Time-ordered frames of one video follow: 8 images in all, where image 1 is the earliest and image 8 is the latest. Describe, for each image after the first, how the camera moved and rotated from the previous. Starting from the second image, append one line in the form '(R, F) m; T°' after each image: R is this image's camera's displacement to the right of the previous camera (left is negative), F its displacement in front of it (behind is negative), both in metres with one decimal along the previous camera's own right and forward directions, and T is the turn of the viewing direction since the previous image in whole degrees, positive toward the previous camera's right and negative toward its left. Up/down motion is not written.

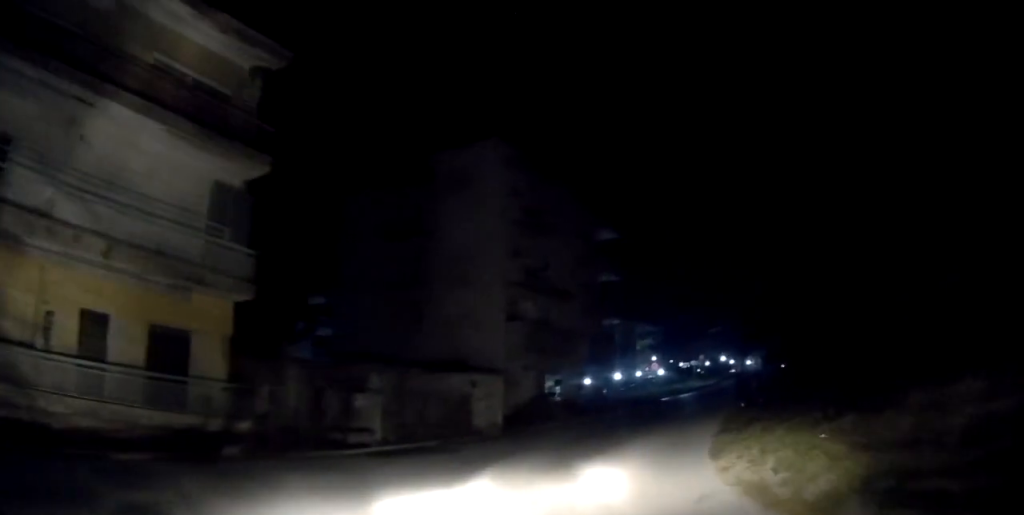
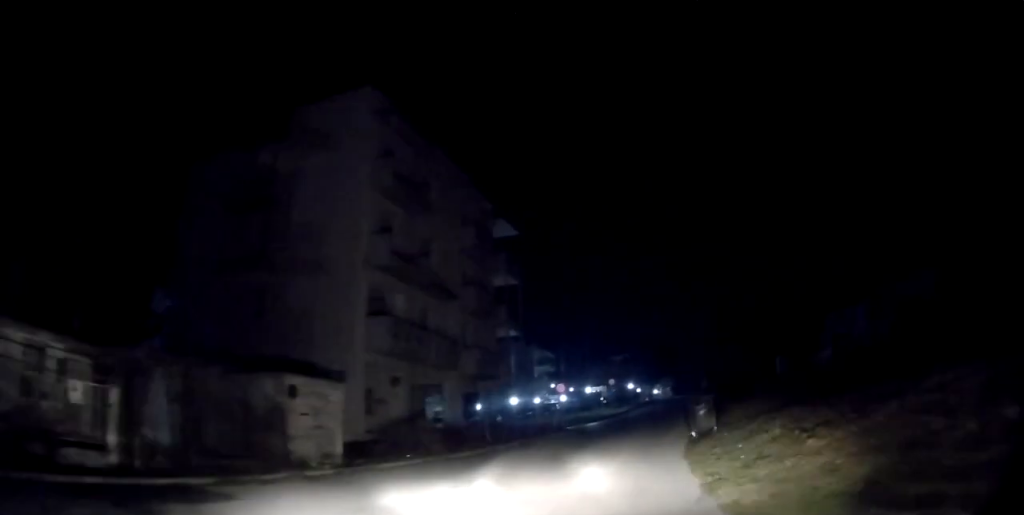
(+0.5, +6.4) m; +7°
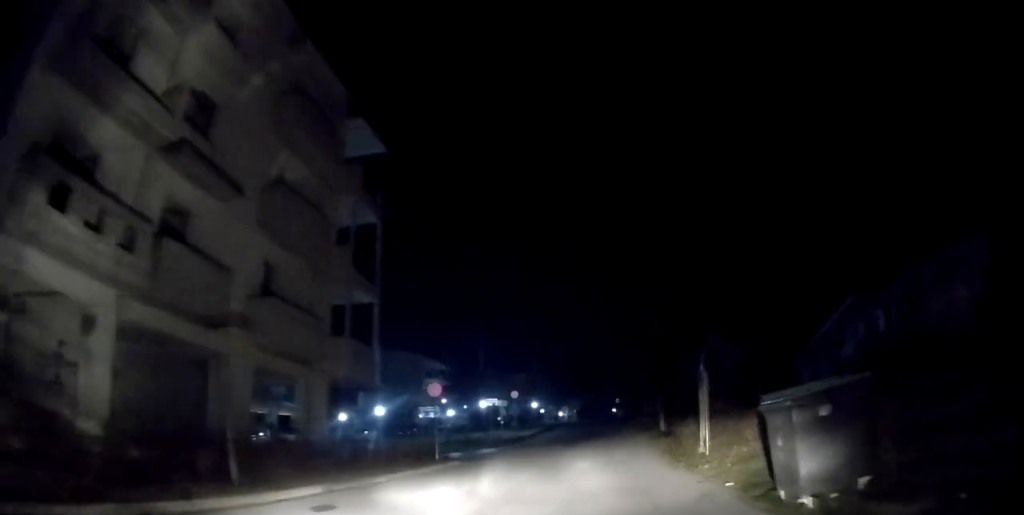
(+0.4, +11.9) m; +6°
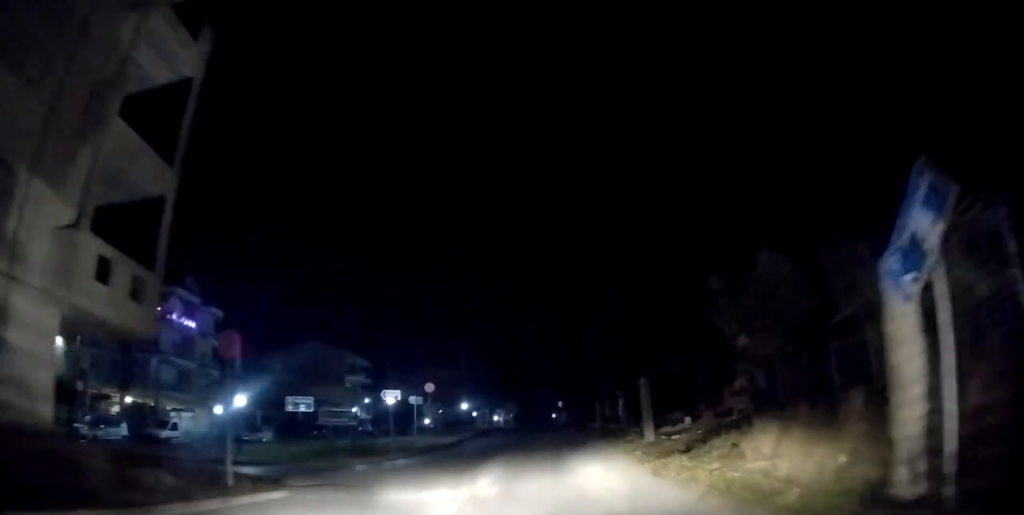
(+0.6, +9.4) m; +9°
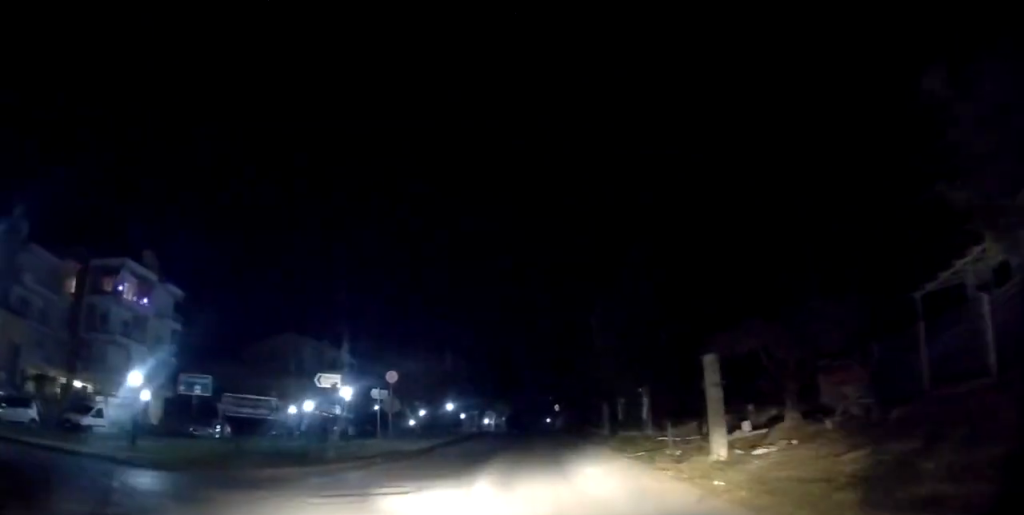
(+0.5, +6.5) m; +2°
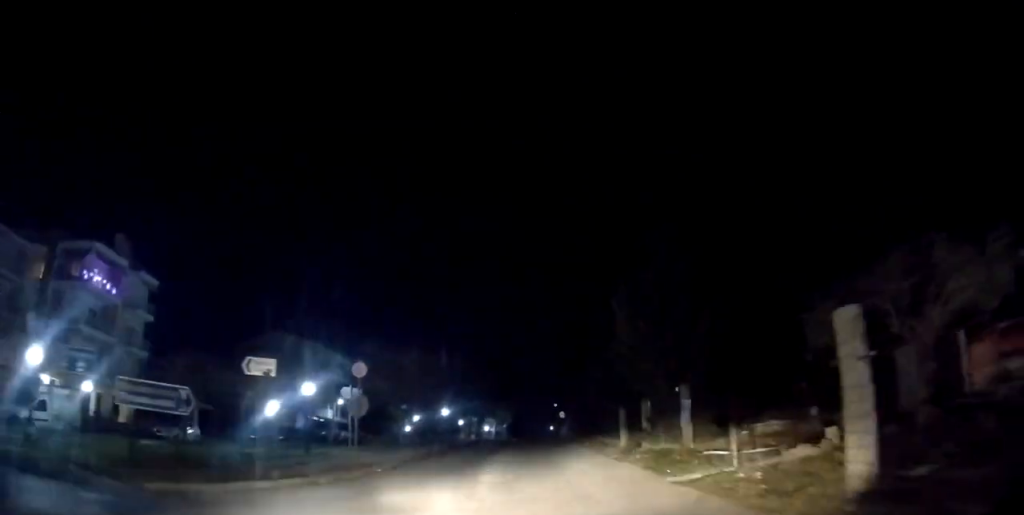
(+0.1, +4.6) m; 0°
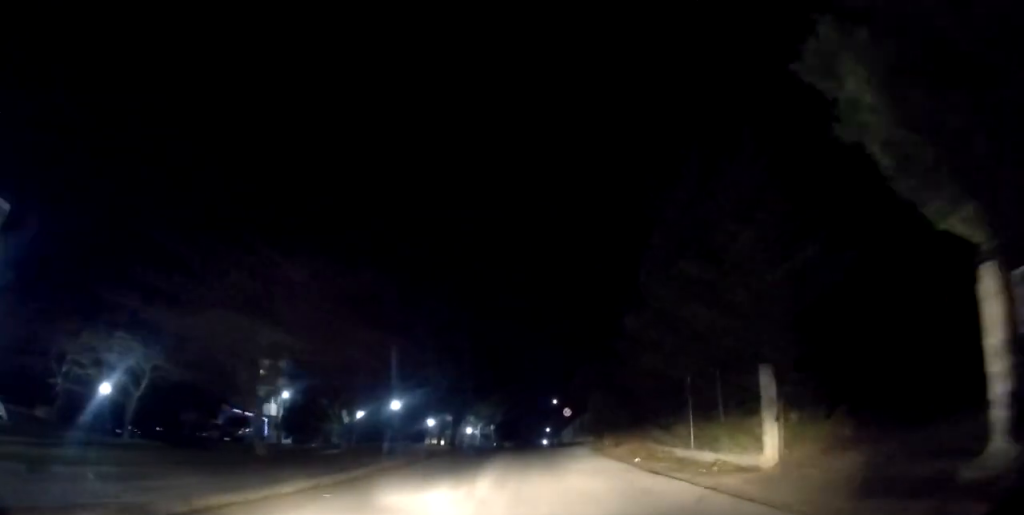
(-0.5, +17.5) m; +1°
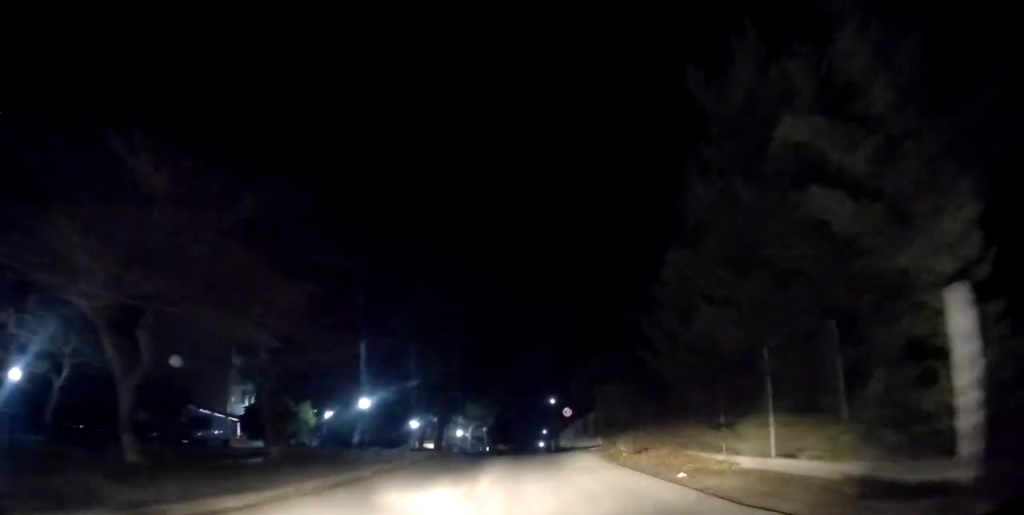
(+0.2, +5.4) m; +1°
